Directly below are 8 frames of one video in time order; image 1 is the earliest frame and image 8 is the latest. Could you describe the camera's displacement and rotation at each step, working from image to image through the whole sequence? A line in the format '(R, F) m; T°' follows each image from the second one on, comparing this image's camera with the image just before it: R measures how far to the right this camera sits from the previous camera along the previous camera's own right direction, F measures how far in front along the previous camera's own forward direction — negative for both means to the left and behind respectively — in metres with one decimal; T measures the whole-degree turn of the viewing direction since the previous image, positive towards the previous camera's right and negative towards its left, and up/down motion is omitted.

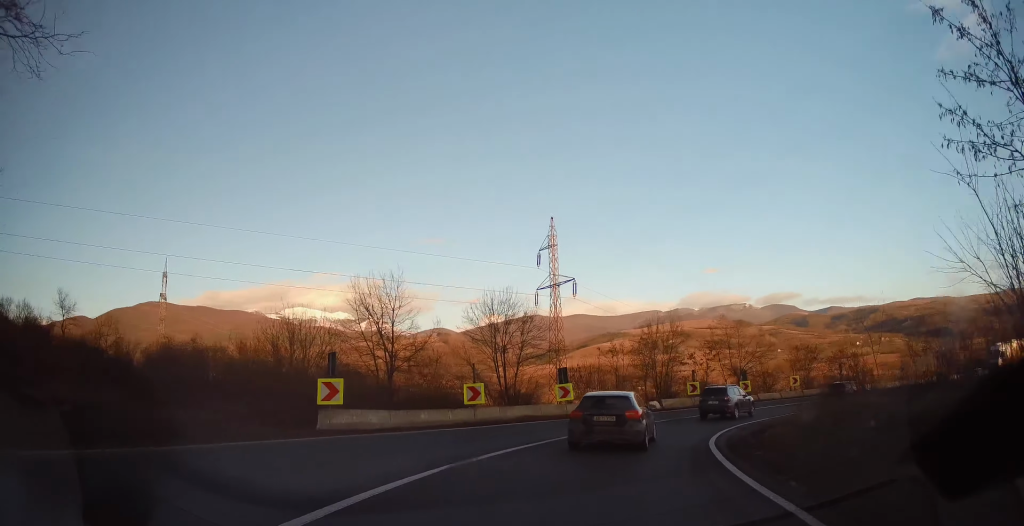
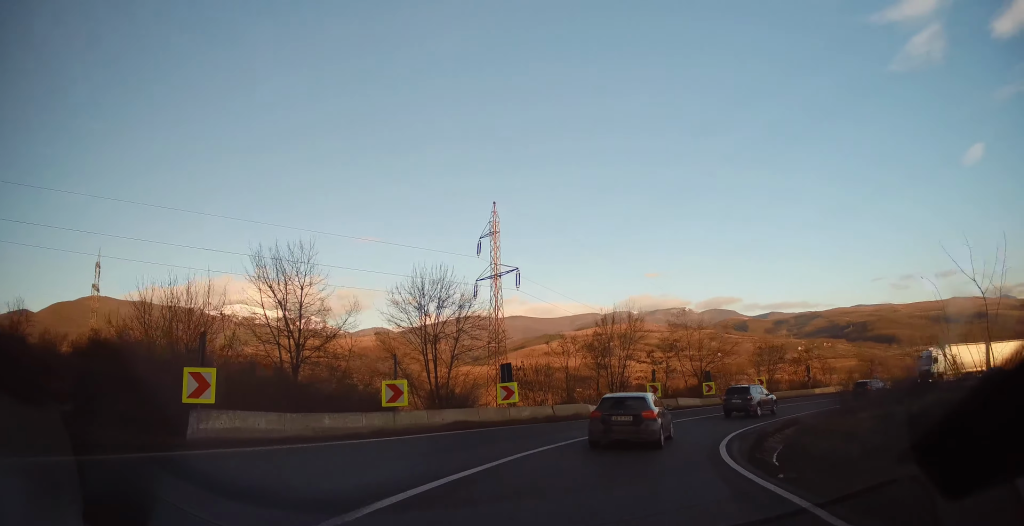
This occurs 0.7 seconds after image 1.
(+0.3, +4.9) m; +9°
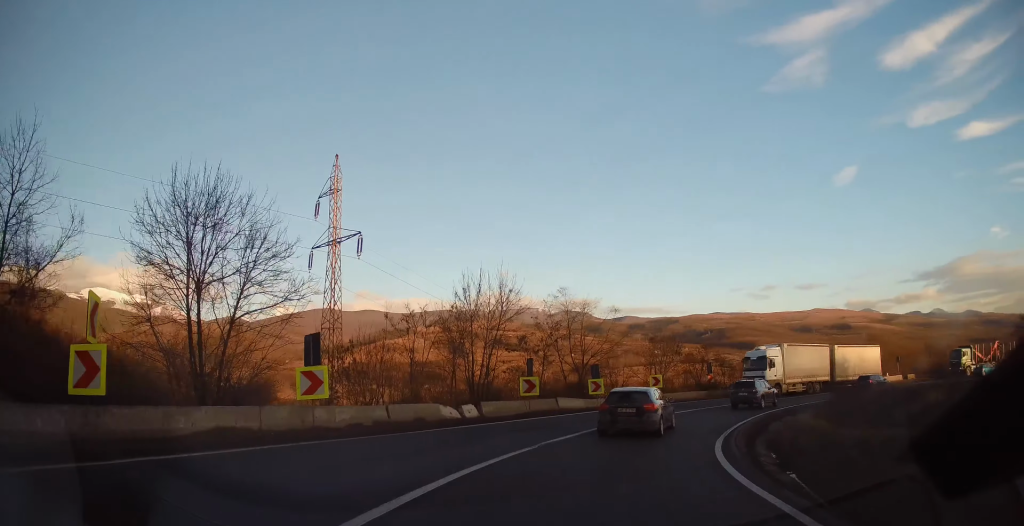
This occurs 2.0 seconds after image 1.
(+1.4, +8.9) m; +17°
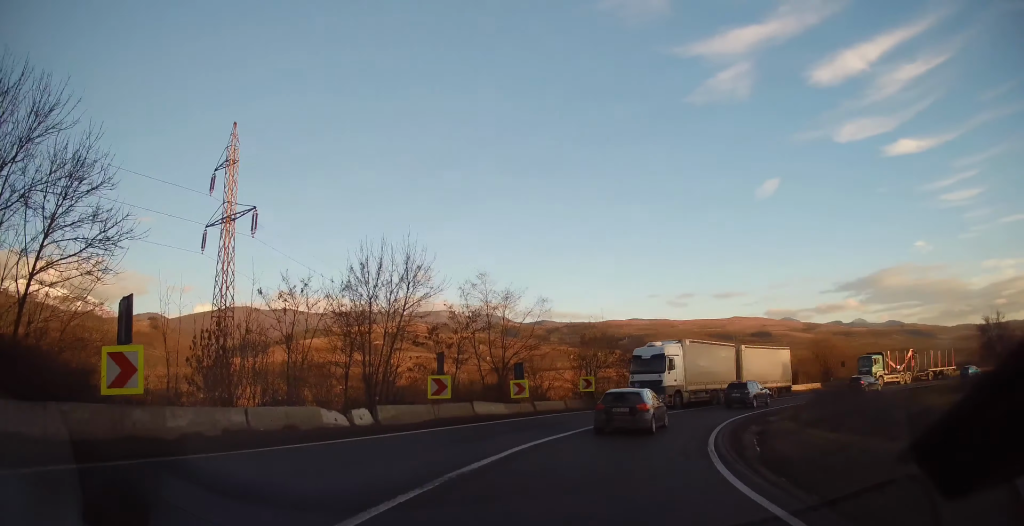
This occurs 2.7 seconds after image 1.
(+0.3, +5.0) m; +8°
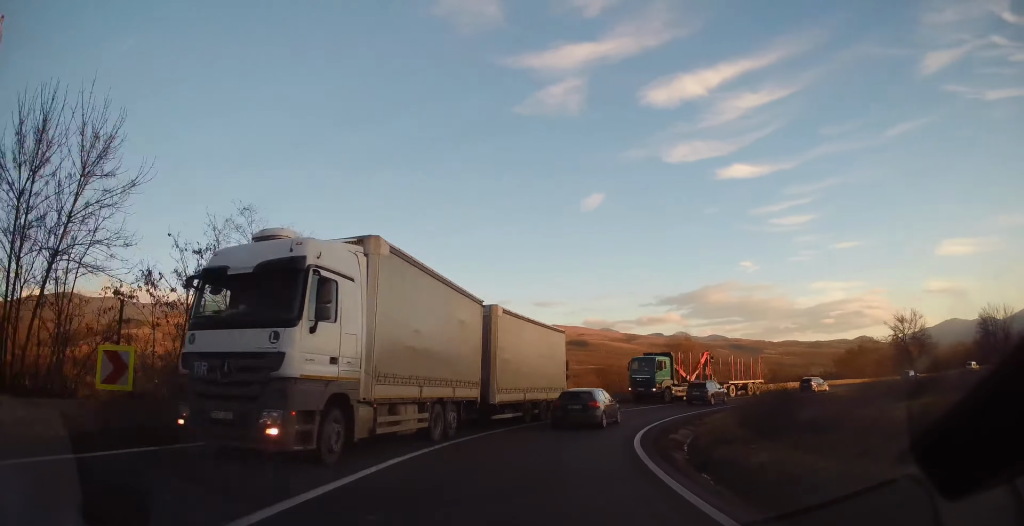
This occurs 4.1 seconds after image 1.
(+1.2, +10.2) m; +16°
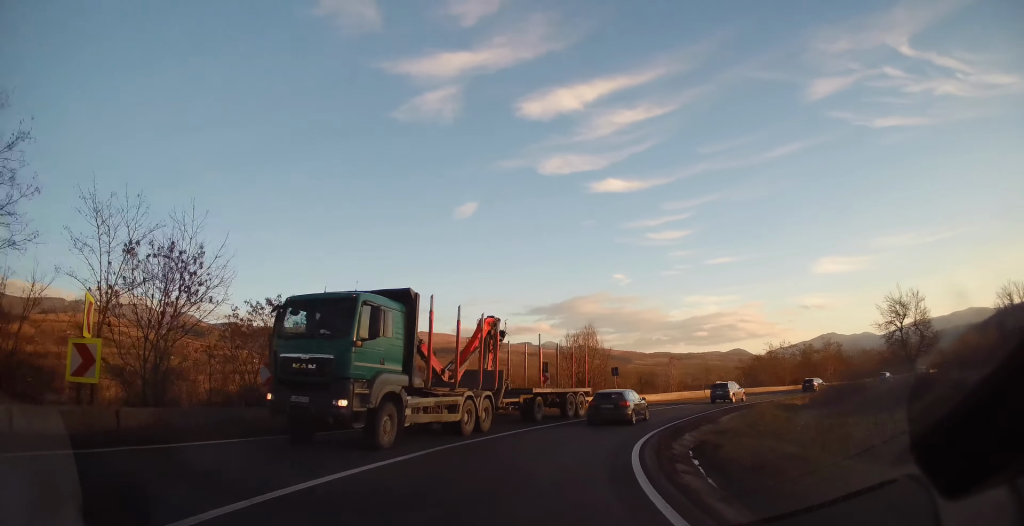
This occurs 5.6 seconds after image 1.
(+1.9, +12.5) m; +16°
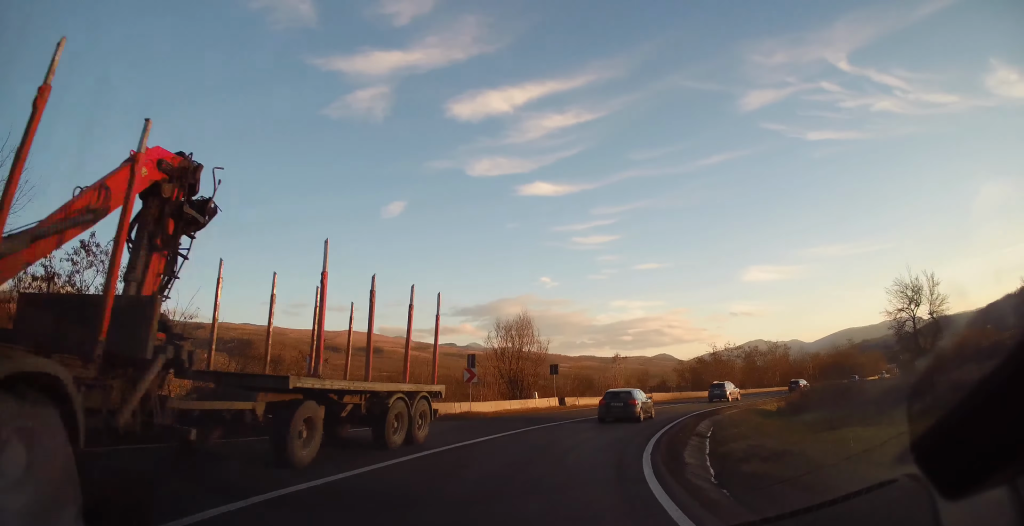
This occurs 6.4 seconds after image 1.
(+0.3, +6.8) m; +8°
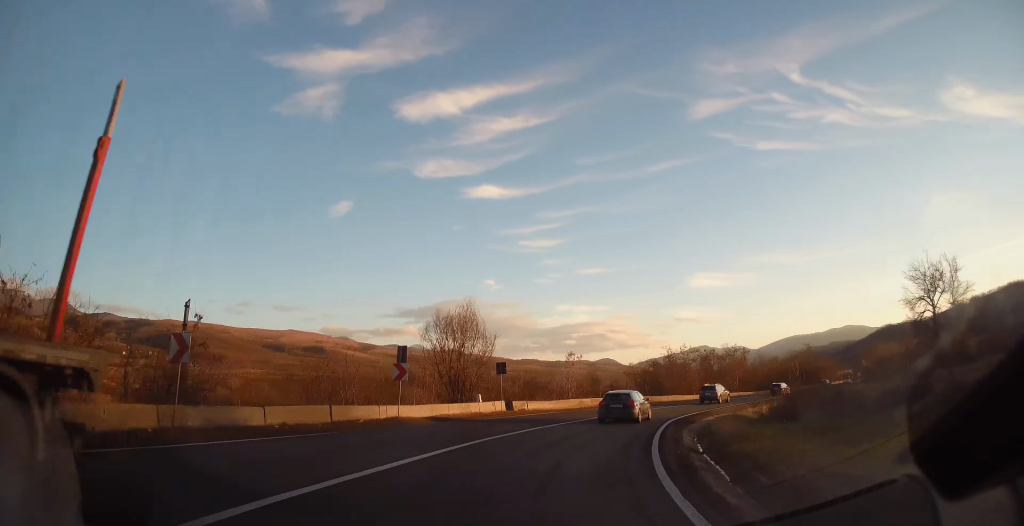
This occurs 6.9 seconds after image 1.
(+0.4, +5.0) m; +6°
